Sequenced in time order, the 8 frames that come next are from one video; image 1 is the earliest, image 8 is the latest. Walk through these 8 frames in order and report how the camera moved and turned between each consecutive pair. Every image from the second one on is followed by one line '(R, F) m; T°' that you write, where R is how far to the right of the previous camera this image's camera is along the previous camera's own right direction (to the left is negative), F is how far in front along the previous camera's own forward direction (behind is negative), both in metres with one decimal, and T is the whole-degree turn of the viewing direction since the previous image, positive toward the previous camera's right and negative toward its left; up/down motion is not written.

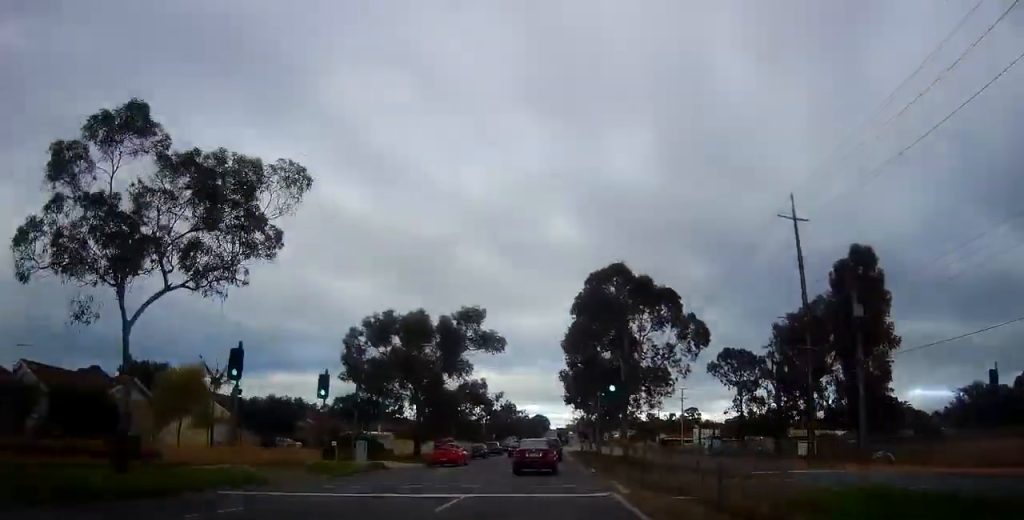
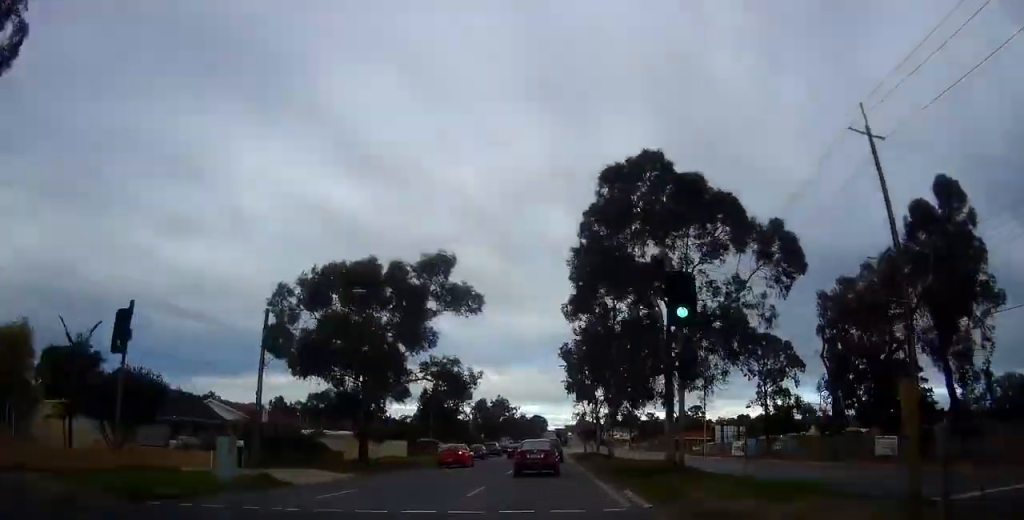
(0.0, +13.8) m; 0°
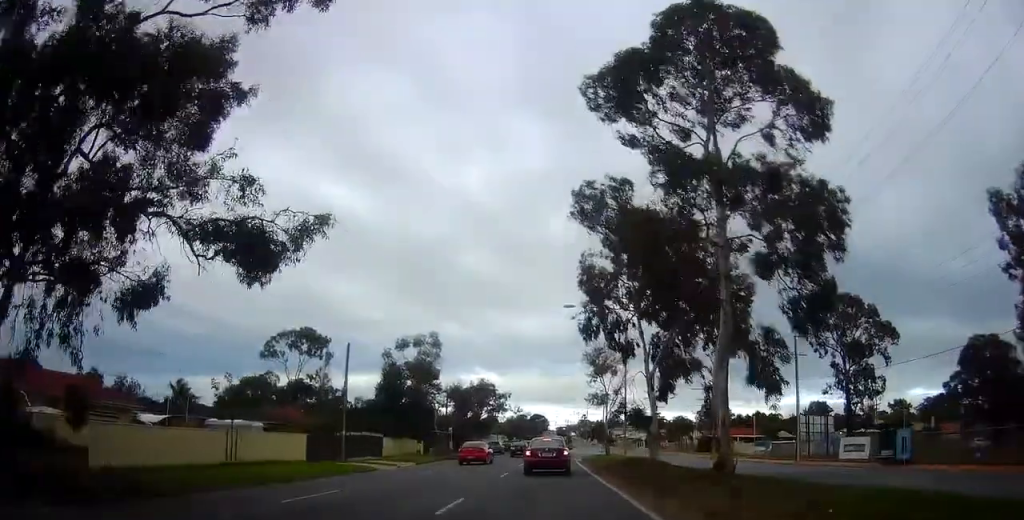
(0.0, +27.4) m; 0°
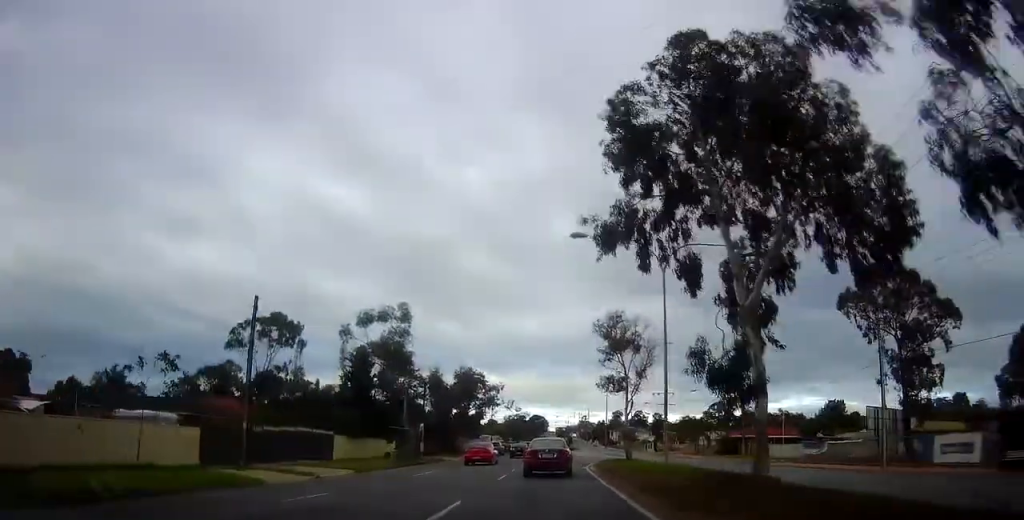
(0.0, +12.5) m; 0°
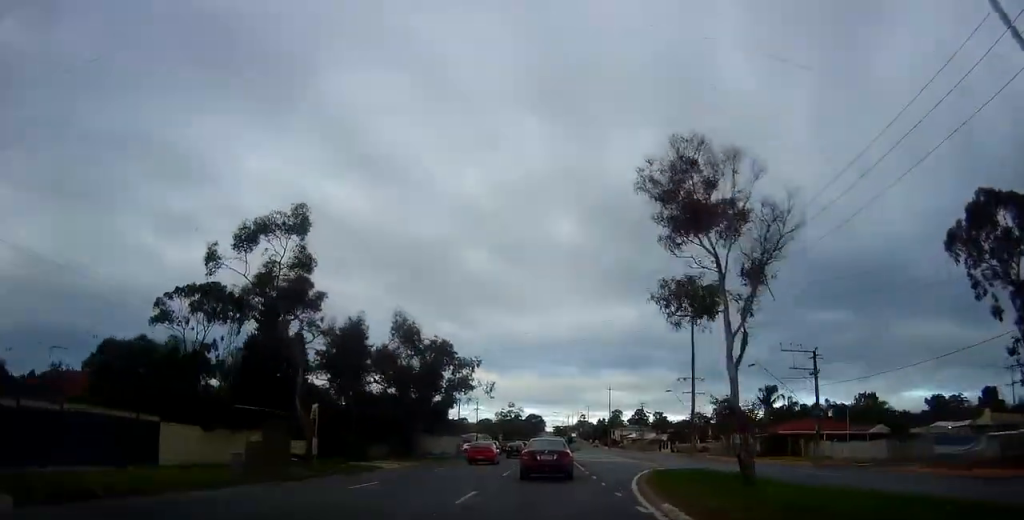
(0.0, +20.6) m; 0°
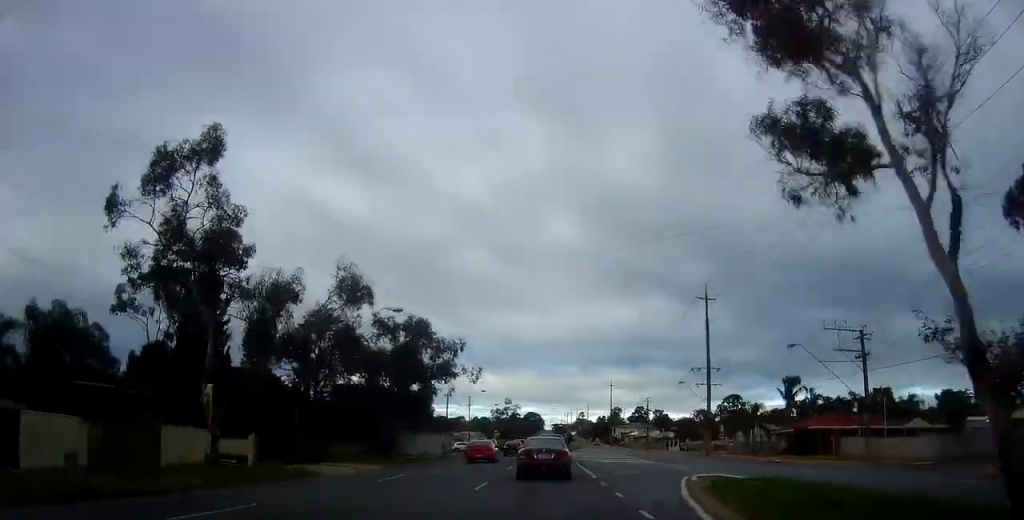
(0.0, +8.6) m; 0°
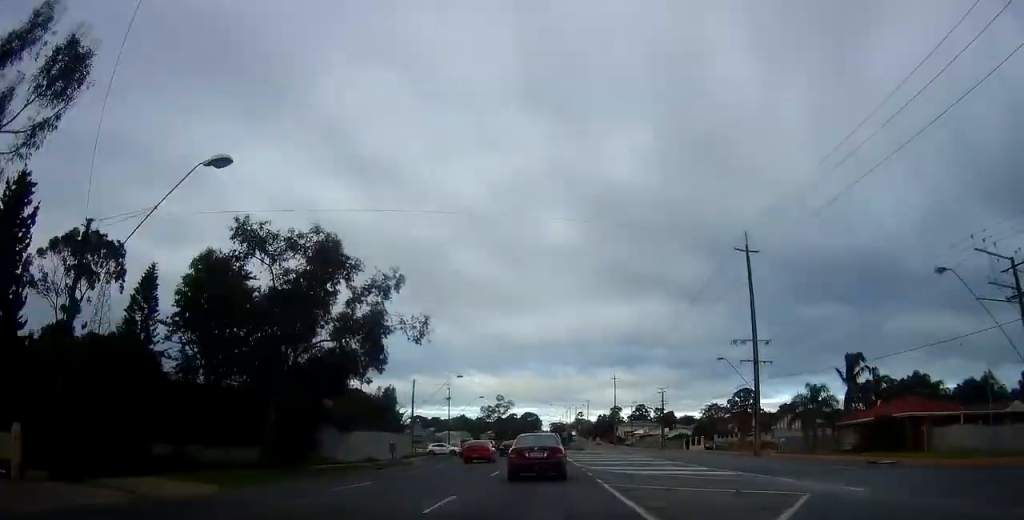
(0.0, +17.5) m; 0°
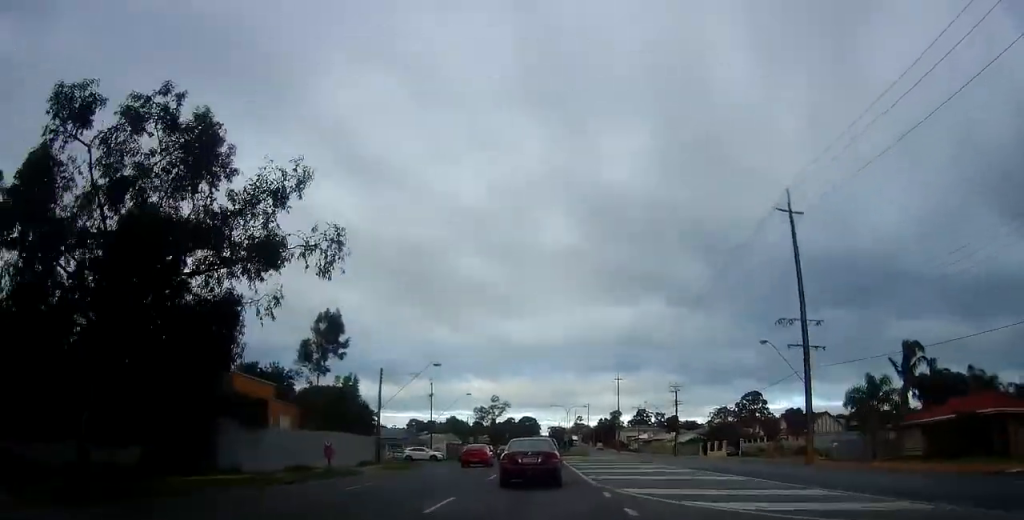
(-0.1, +11.0) m; +1°
